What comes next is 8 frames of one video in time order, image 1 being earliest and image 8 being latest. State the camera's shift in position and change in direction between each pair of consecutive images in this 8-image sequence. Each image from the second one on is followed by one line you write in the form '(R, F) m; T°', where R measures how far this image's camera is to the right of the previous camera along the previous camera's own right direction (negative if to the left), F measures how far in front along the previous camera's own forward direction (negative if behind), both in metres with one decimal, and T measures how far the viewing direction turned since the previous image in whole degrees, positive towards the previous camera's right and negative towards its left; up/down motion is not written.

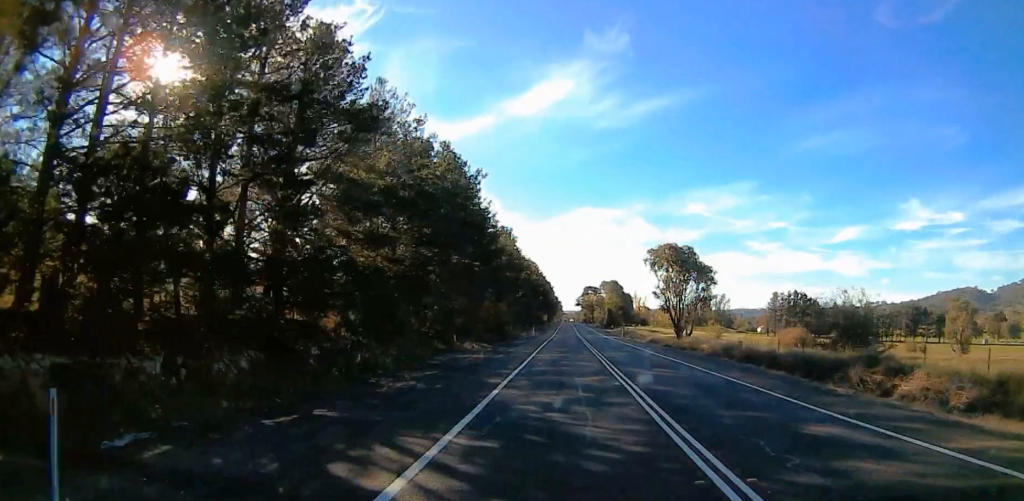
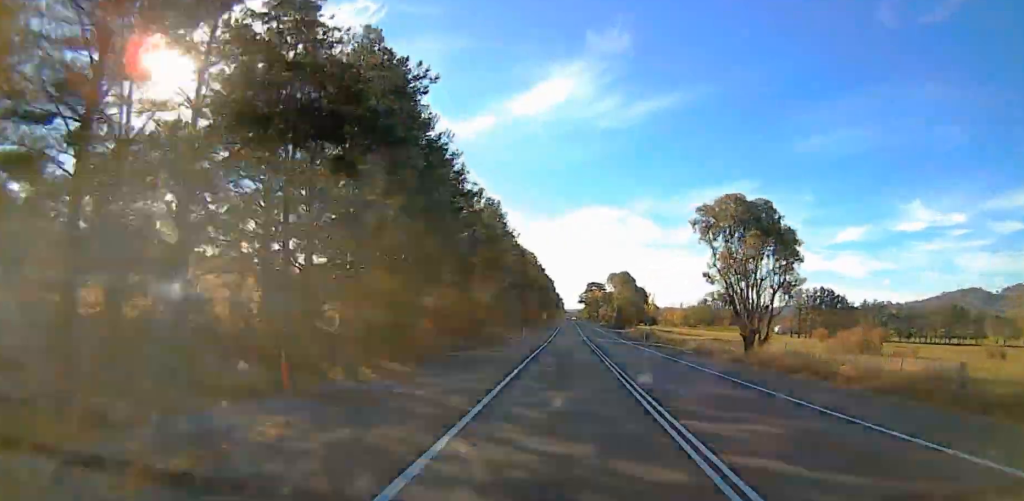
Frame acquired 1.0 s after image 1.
(0.0, +25.4) m; 0°
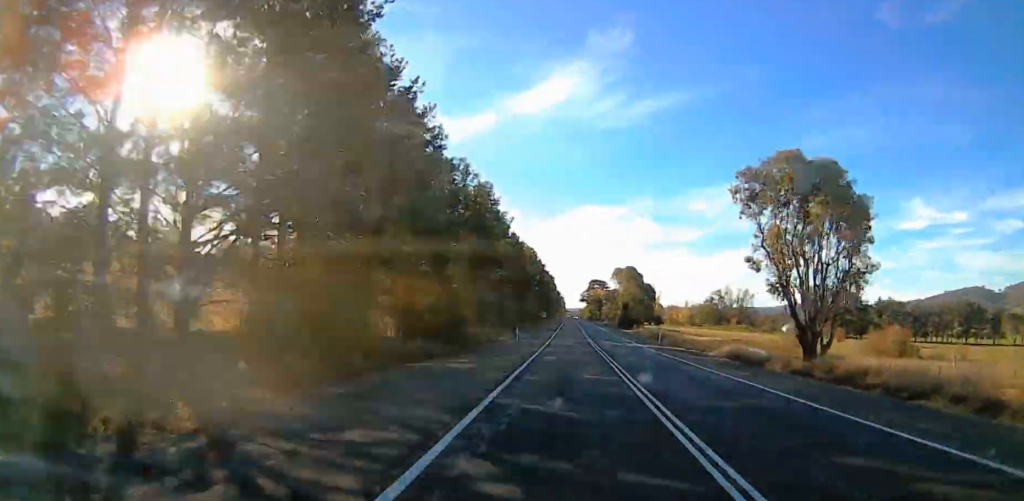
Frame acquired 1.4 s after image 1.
(0.0, +10.5) m; 0°
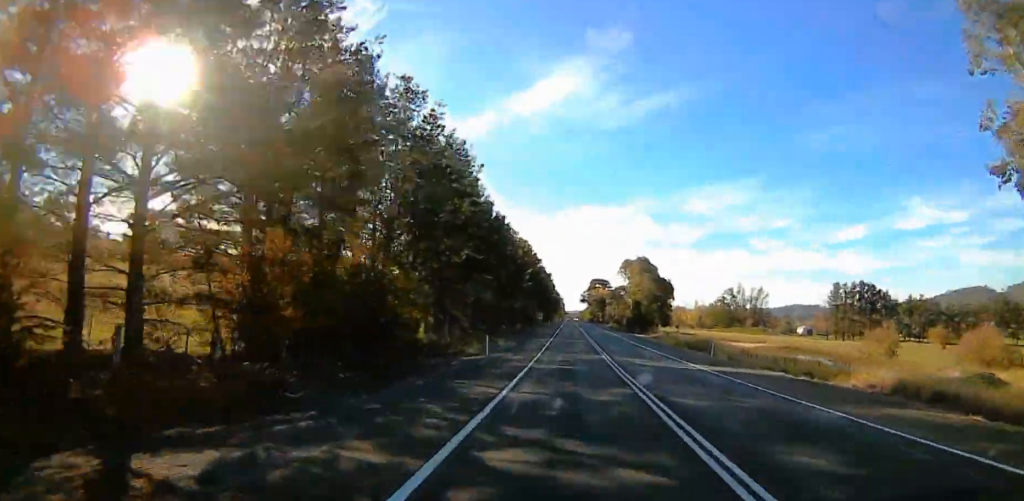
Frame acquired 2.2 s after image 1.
(0.0, +22.9) m; 0°
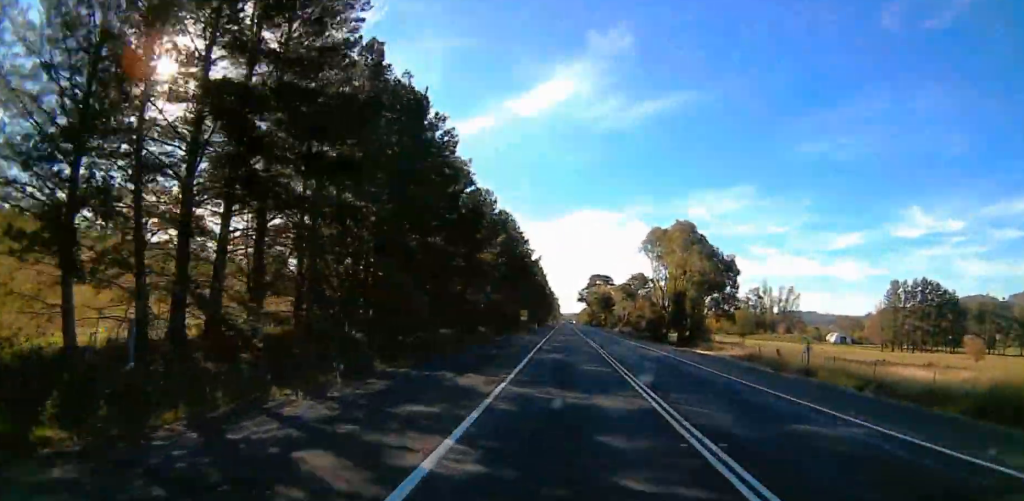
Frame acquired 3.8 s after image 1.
(+0.7, +41.8) m; +2°
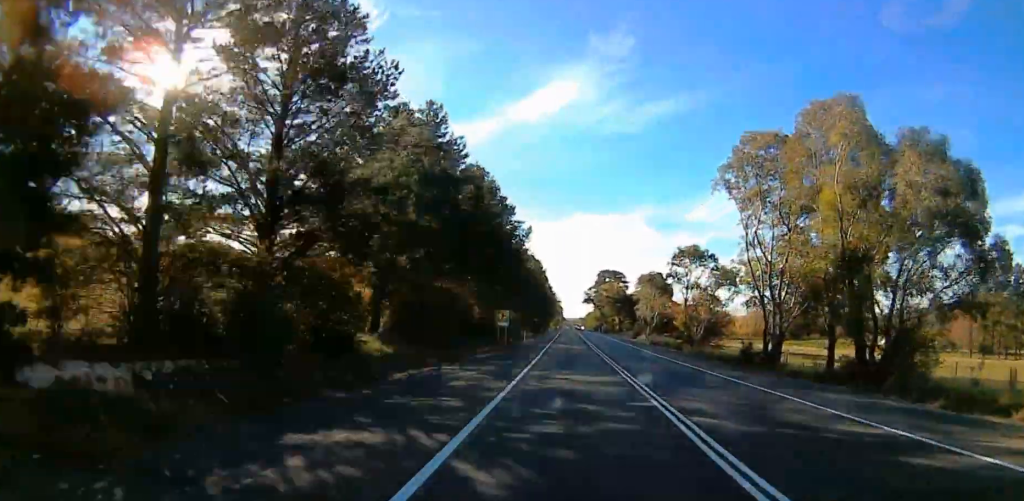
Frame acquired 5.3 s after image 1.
(-0.3, +40.3) m; -2°
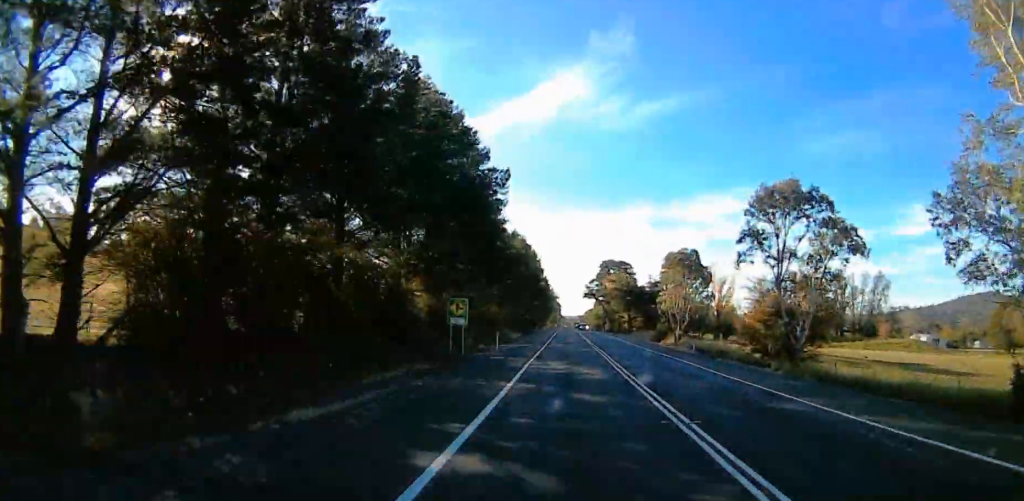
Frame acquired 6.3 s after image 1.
(-0.1, +27.0) m; -2°
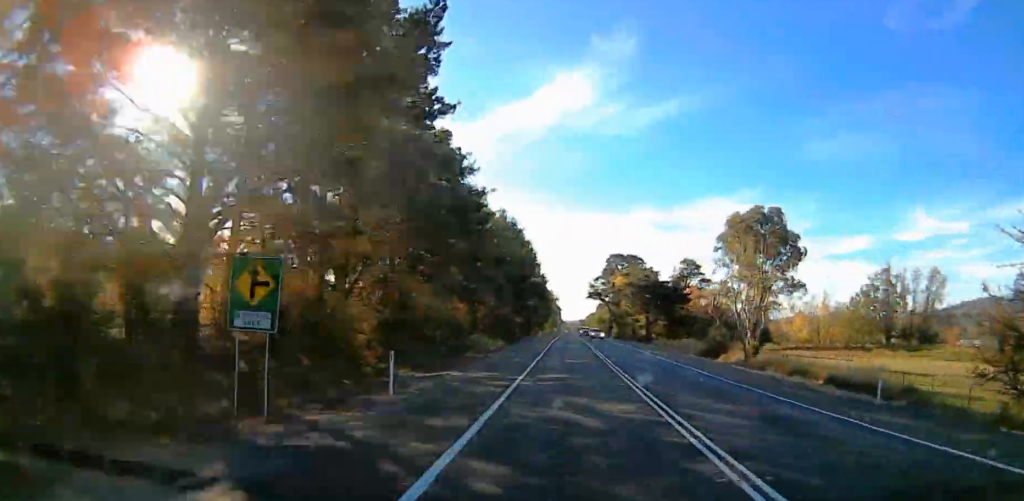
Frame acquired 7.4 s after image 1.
(-0.7, +25.6) m; 0°
